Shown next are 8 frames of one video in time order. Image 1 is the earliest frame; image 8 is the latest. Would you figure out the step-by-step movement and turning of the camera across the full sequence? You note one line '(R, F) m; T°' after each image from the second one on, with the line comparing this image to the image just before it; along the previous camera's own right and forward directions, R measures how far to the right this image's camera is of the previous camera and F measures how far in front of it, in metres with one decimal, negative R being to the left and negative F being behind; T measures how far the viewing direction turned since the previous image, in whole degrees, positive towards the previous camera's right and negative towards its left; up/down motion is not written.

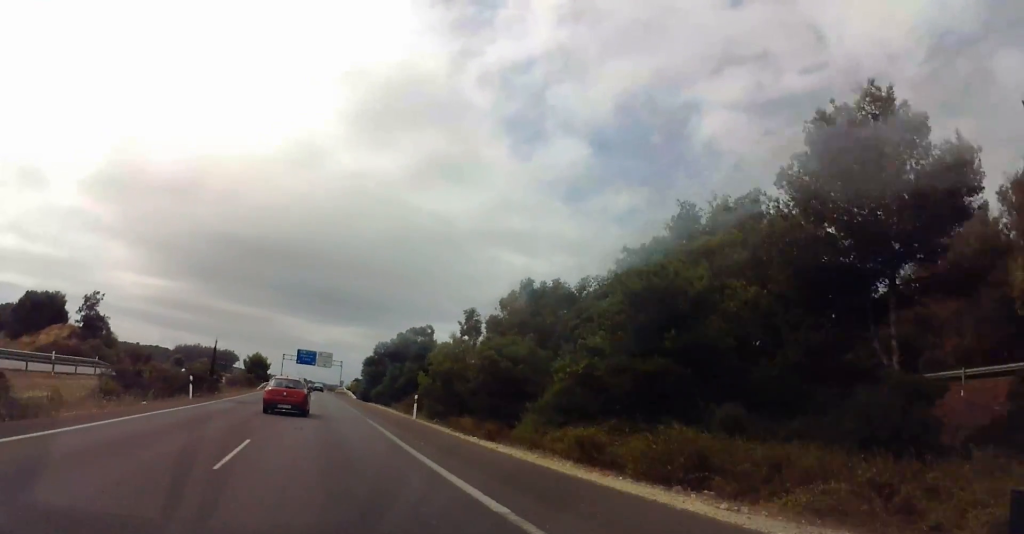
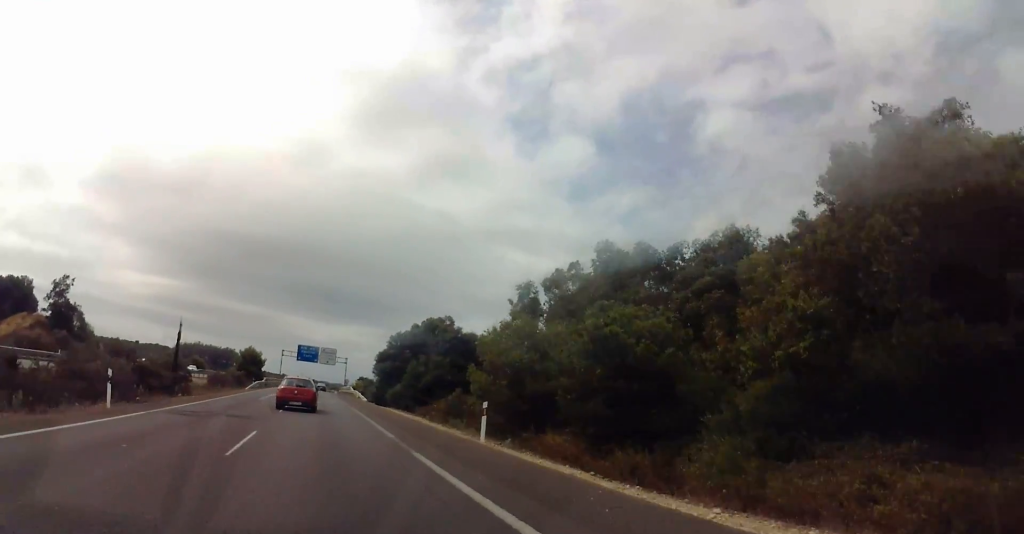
(-0.2, +14.5) m; 0°
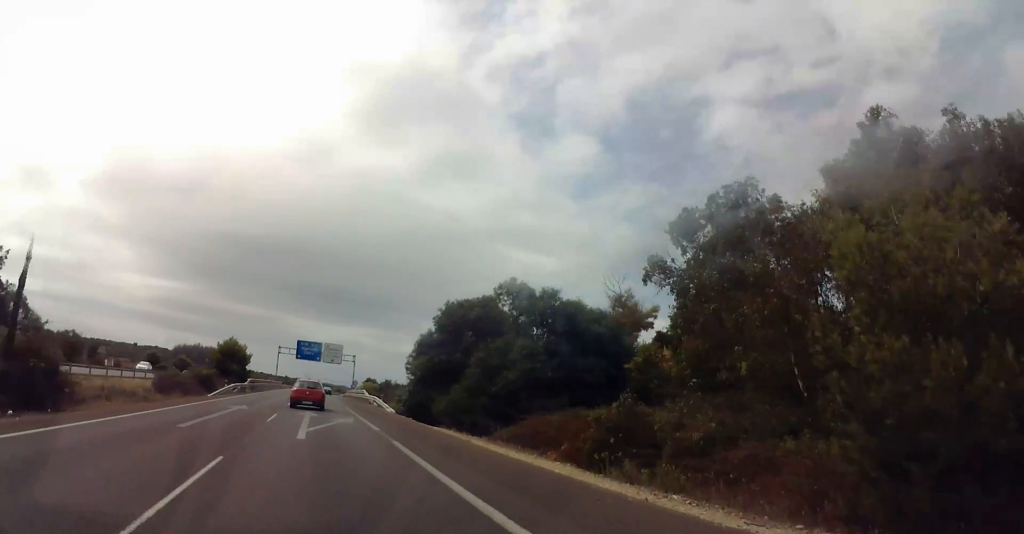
(0.0, +23.1) m; 0°
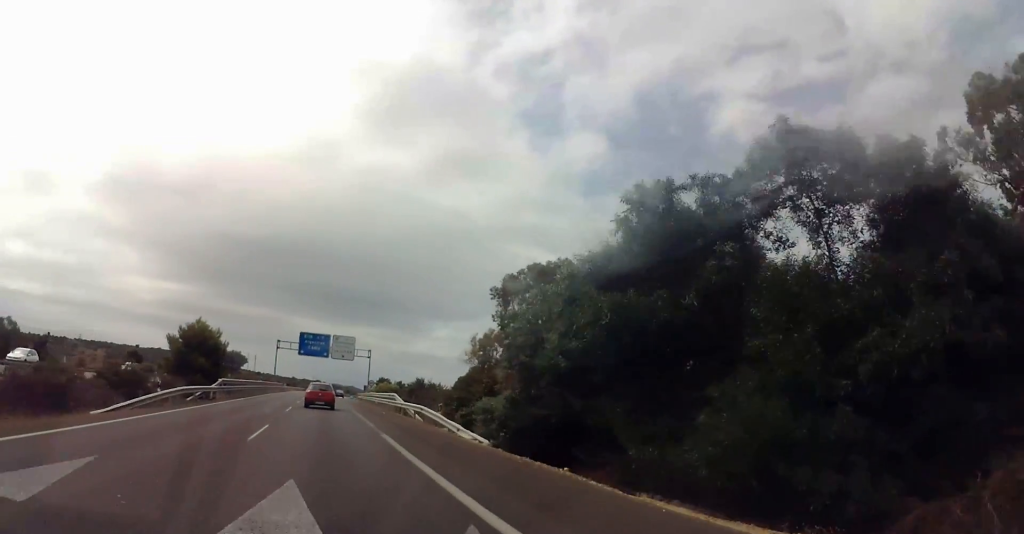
(+0.1, +22.1) m; 0°
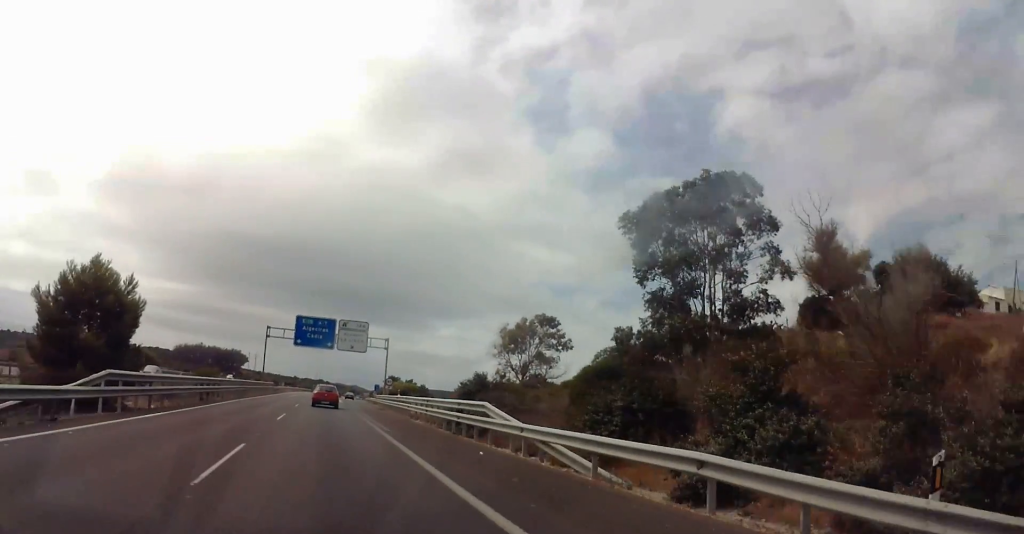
(-0.1, +23.9) m; 0°
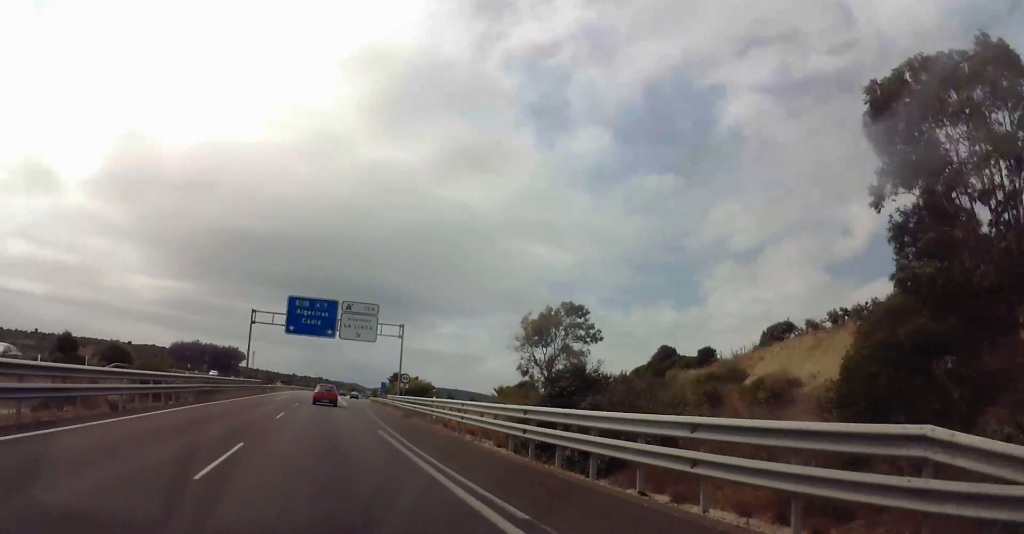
(-0.1, +16.2) m; 0°
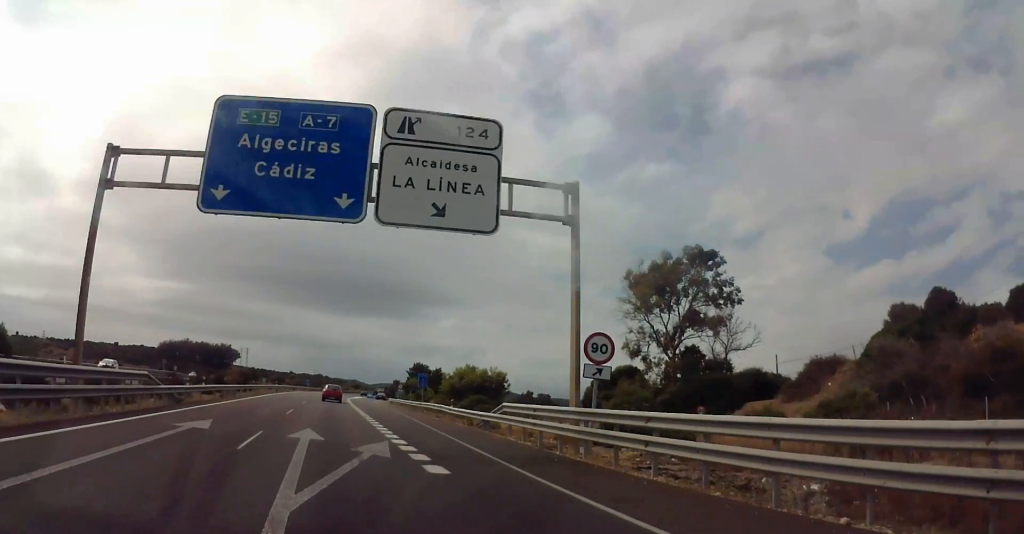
(0.0, +44.7) m; +1°
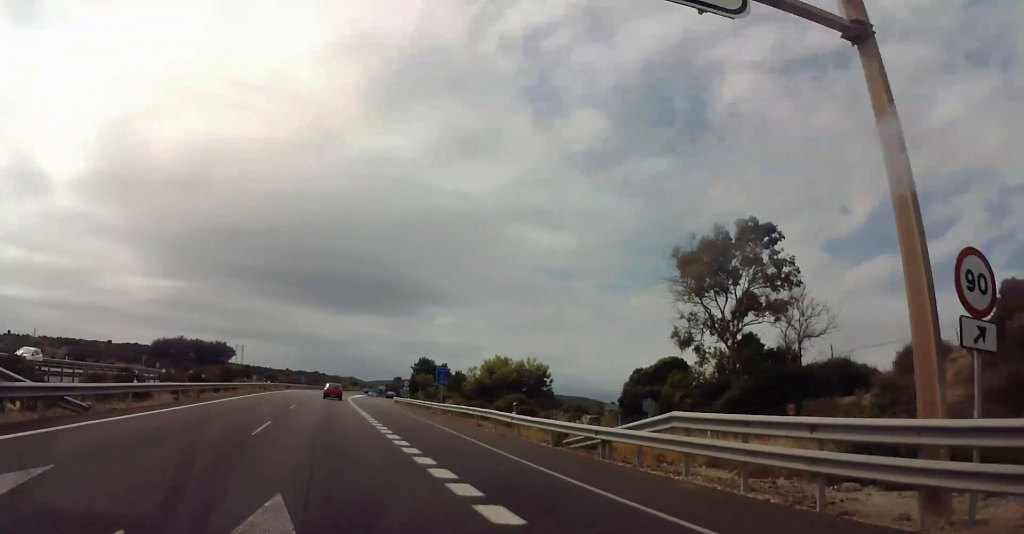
(+0.2, +12.4) m; +1°
